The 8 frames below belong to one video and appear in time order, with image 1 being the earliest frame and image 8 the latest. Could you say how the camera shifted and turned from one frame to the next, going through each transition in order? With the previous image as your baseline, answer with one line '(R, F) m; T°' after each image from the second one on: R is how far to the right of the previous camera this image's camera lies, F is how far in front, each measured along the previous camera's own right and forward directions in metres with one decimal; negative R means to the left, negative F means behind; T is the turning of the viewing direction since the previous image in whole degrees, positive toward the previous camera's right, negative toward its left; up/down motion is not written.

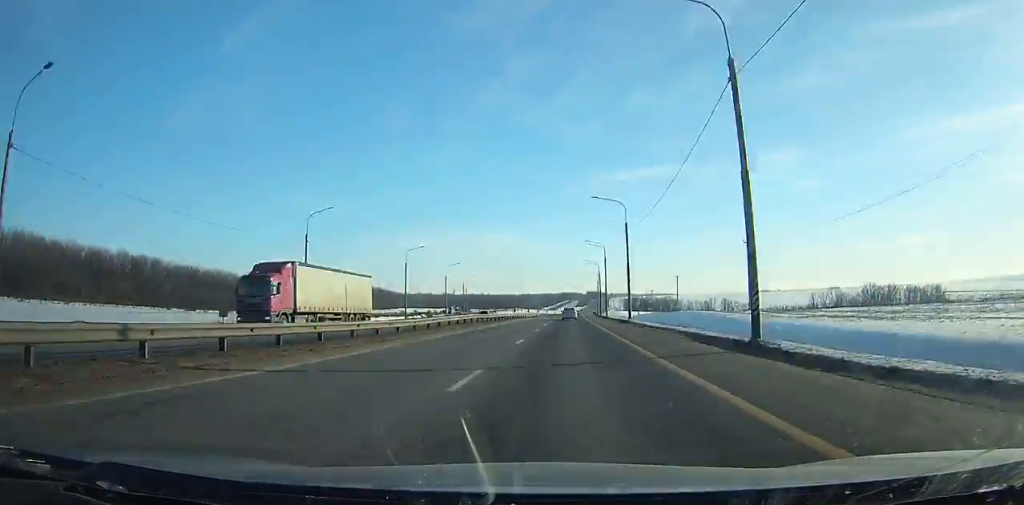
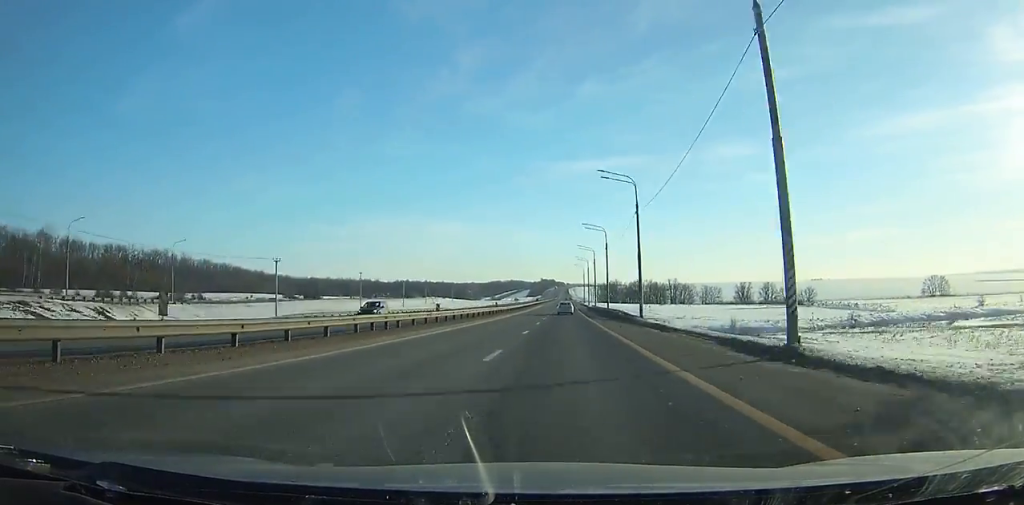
(+9.9, +228.6) m; +4°
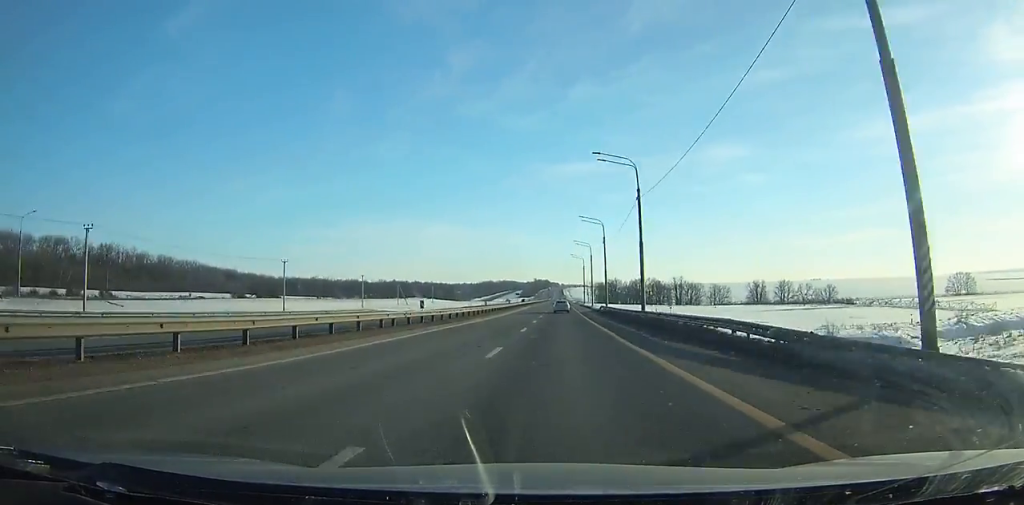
(+0.3, +35.0) m; 0°
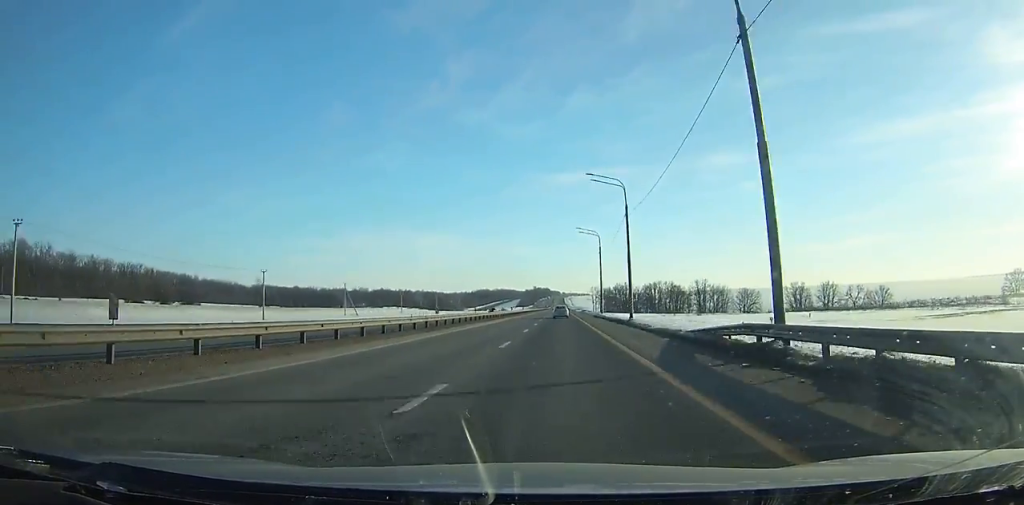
(+0.1, +55.2) m; 0°
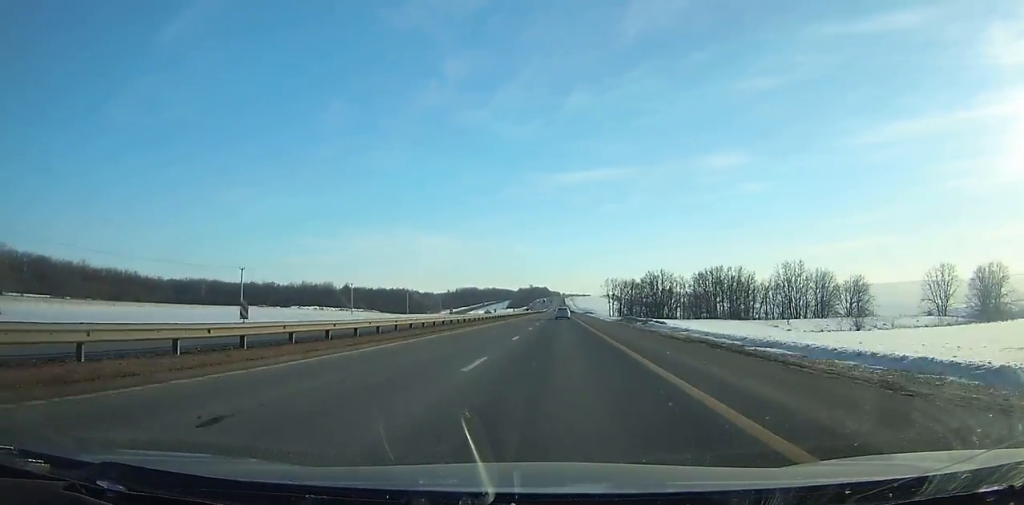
(-0.1, +115.9) m; 0°
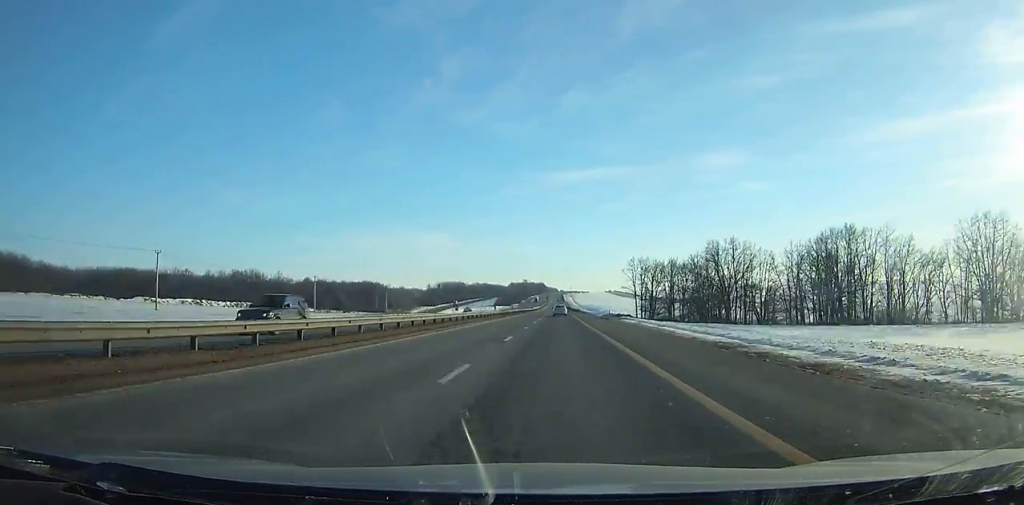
(-0.1, +87.3) m; 0°
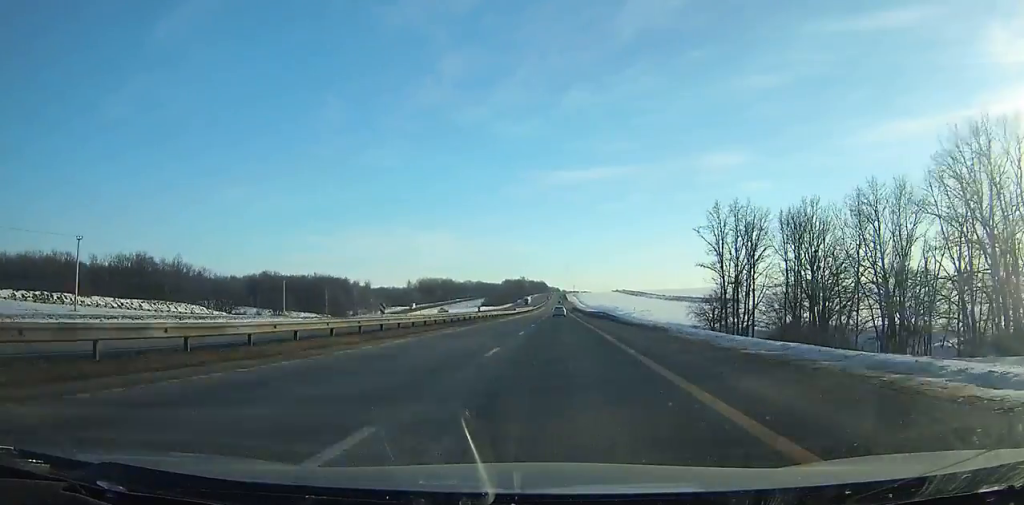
(-0.1, +79.2) m; 0°
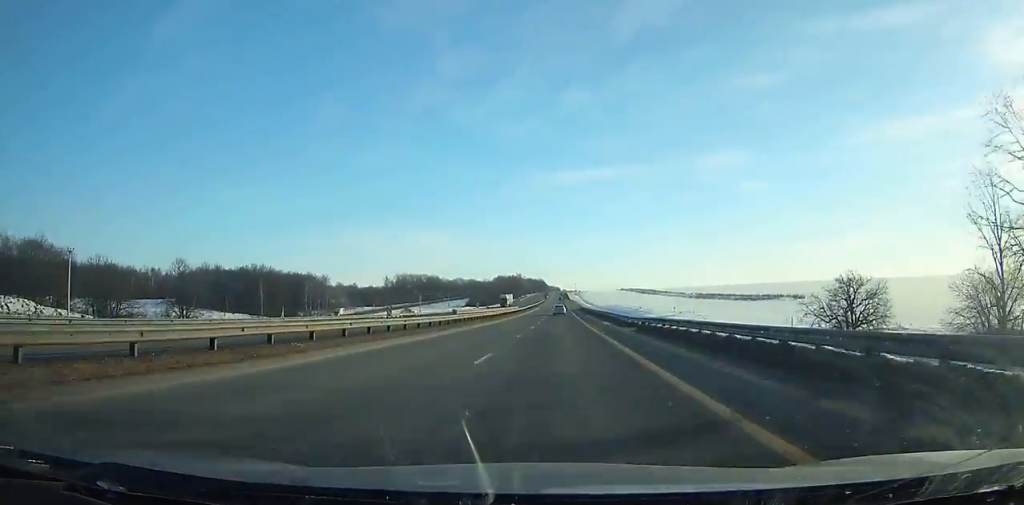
(0.0, +62.0) m; 0°
